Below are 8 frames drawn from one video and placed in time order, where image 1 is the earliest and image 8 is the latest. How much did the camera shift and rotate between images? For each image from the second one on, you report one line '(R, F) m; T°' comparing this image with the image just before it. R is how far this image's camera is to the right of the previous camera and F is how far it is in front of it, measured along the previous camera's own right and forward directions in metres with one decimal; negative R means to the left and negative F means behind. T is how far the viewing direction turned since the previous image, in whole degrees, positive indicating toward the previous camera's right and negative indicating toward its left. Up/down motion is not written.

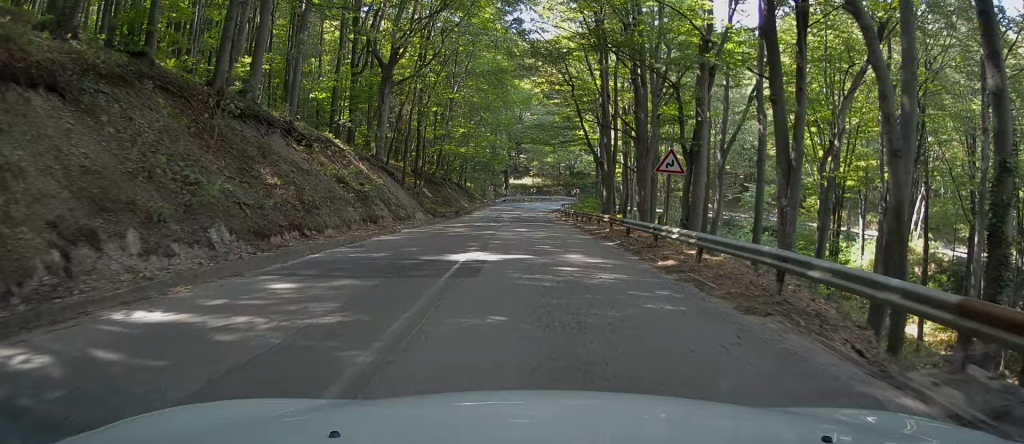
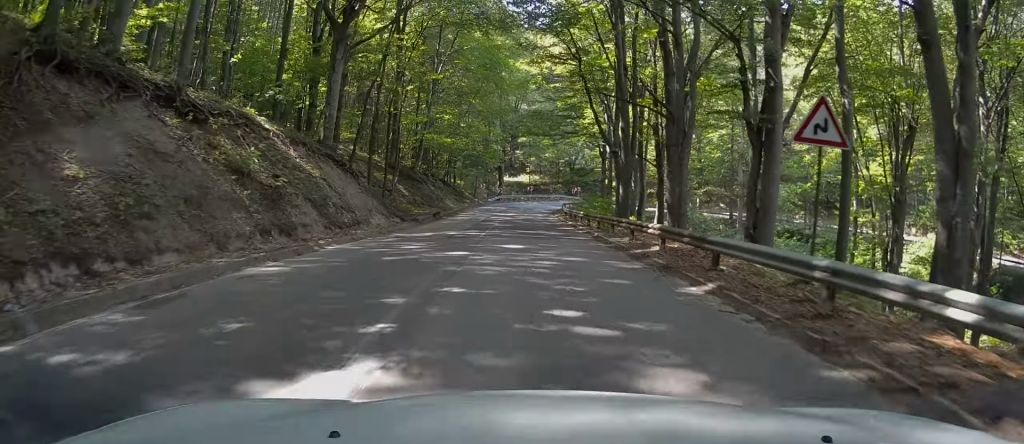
(+0.1, +9.2) m; -1°
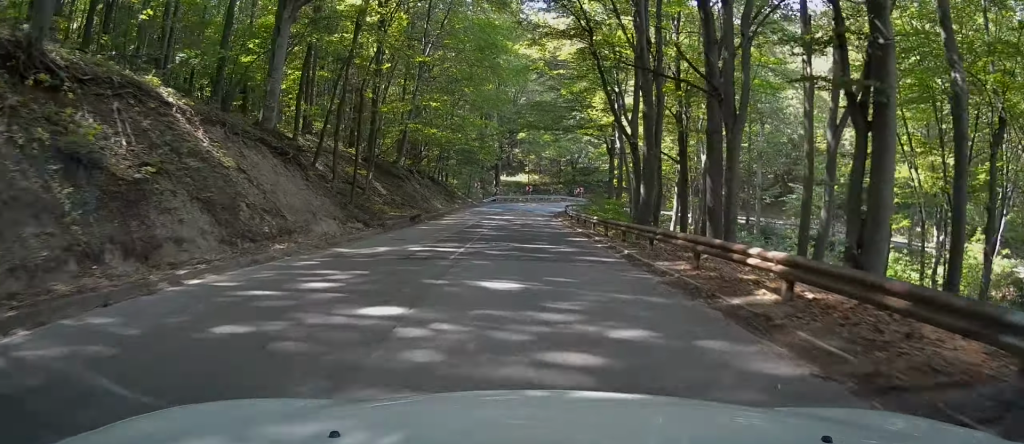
(-0.2, +6.7) m; -2°
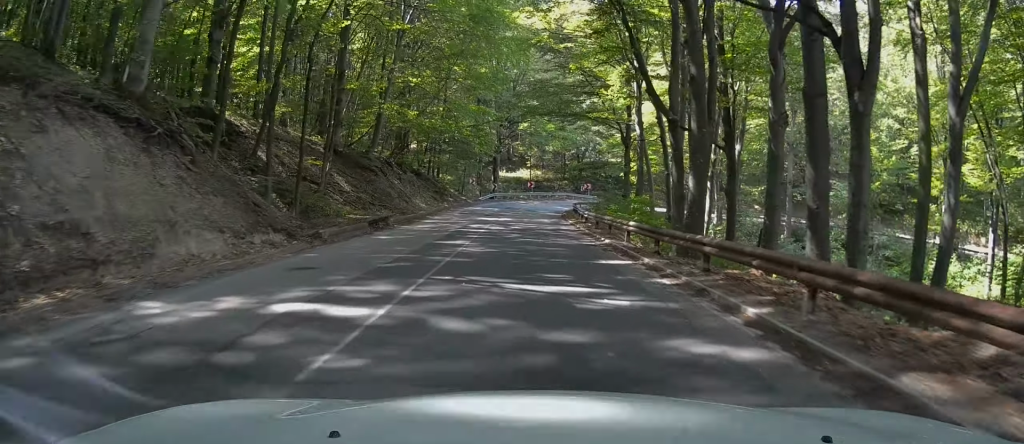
(0.0, +8.1) m; -3°
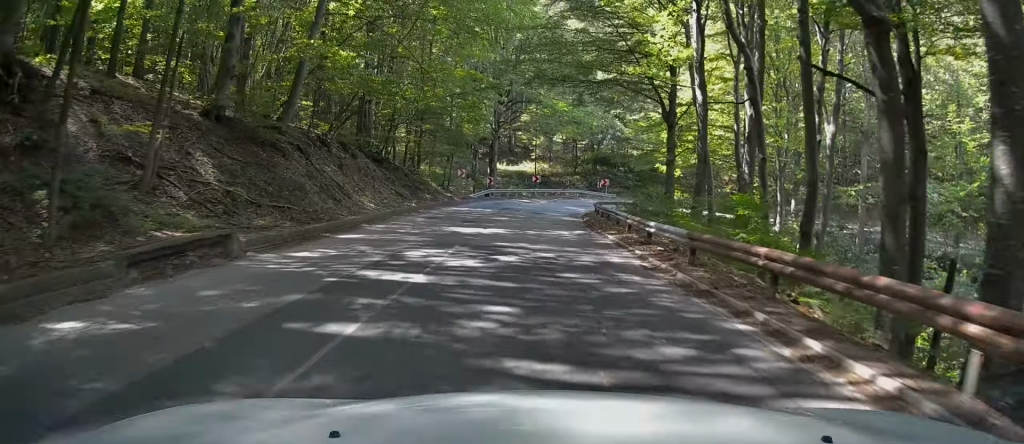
(-0.8, +13.8) m; -3°
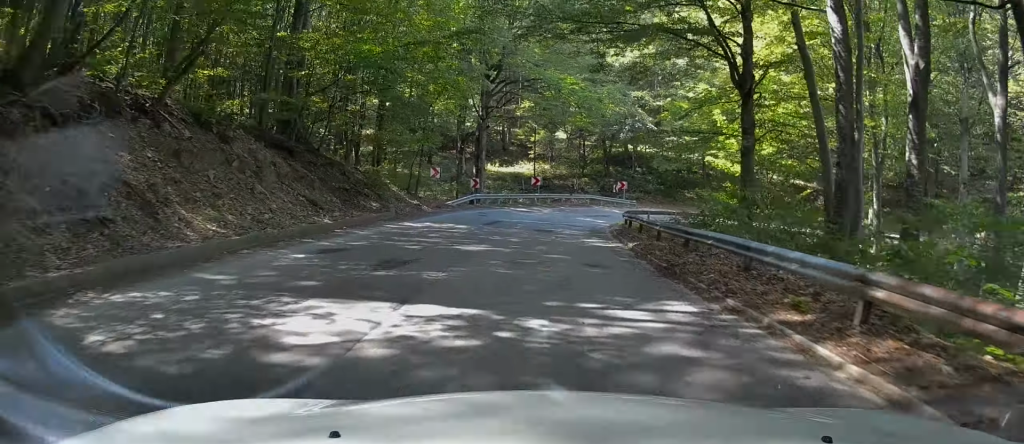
(0.0, +13.4) m; +2°
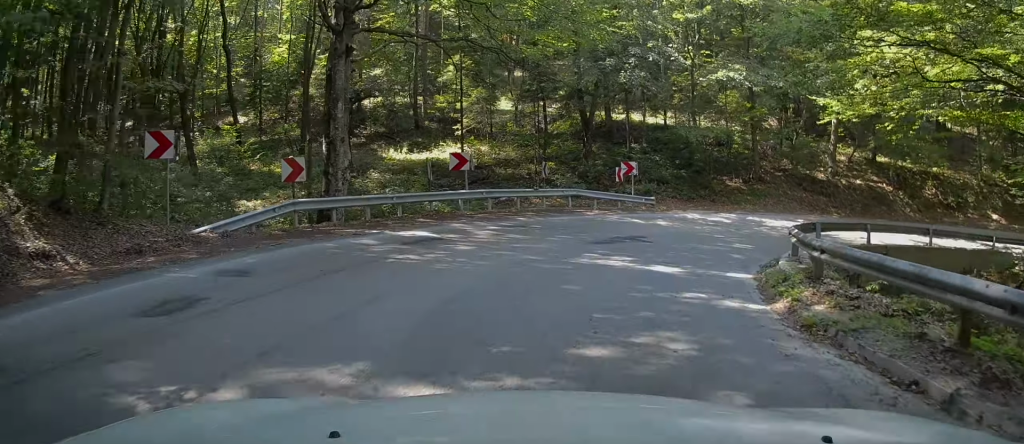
(+1.2, +26.9) m; +9°
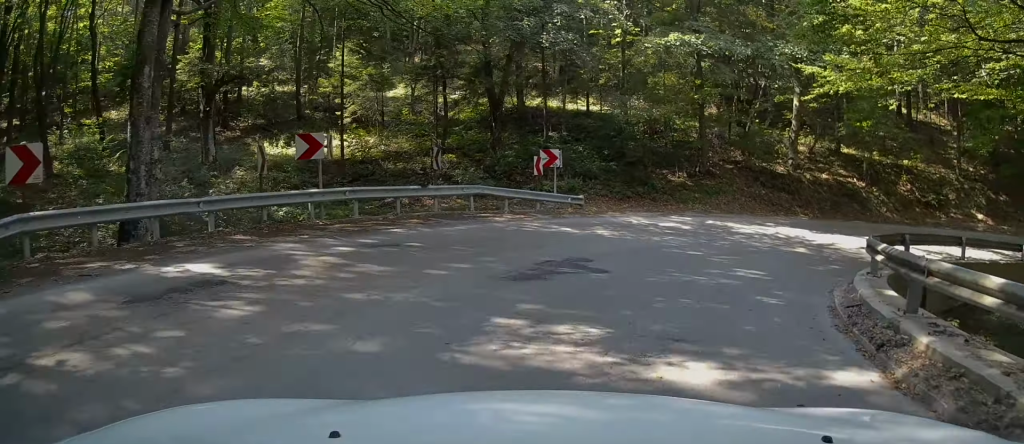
(+0.4, +6.8) m; +11°
